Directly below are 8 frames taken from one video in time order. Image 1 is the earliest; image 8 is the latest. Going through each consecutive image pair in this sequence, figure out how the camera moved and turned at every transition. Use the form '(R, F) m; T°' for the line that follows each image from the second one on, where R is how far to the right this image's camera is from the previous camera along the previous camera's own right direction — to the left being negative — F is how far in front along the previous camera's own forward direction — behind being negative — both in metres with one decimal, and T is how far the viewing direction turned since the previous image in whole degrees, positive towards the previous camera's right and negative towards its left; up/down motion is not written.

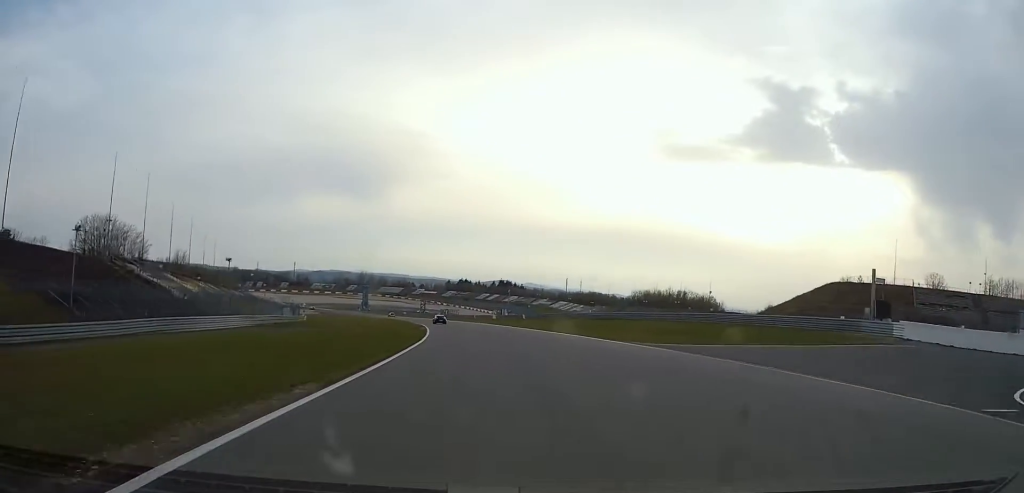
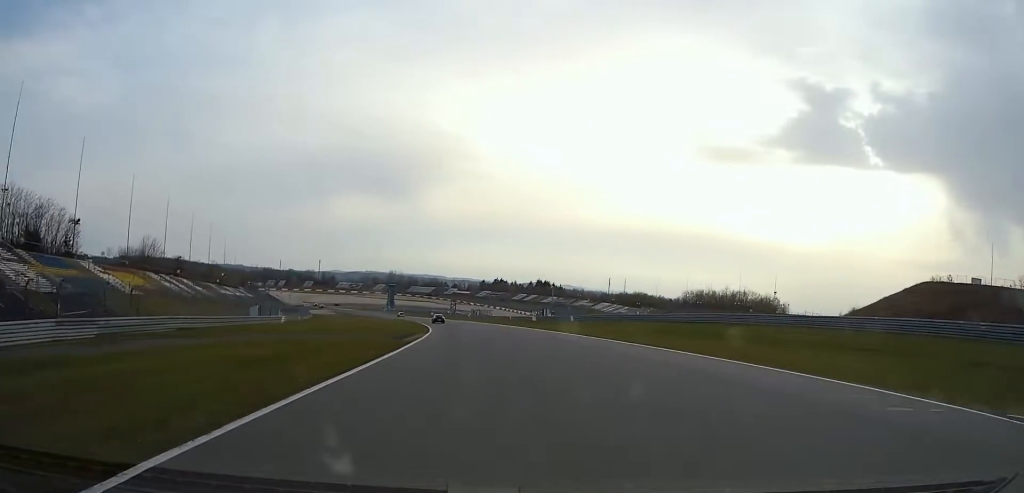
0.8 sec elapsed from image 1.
(-0.7, +30.6) m; -3°
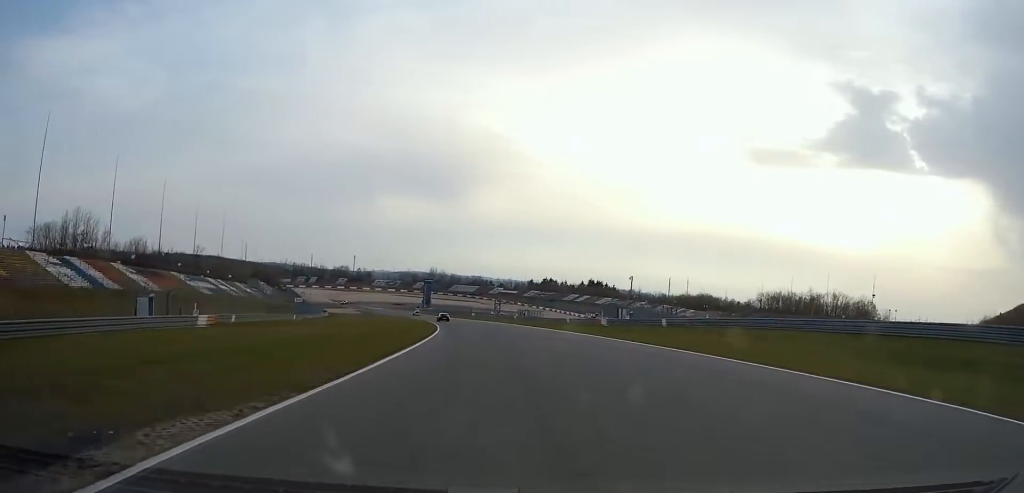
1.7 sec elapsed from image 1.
(-1.3, +37.2) m; -4°
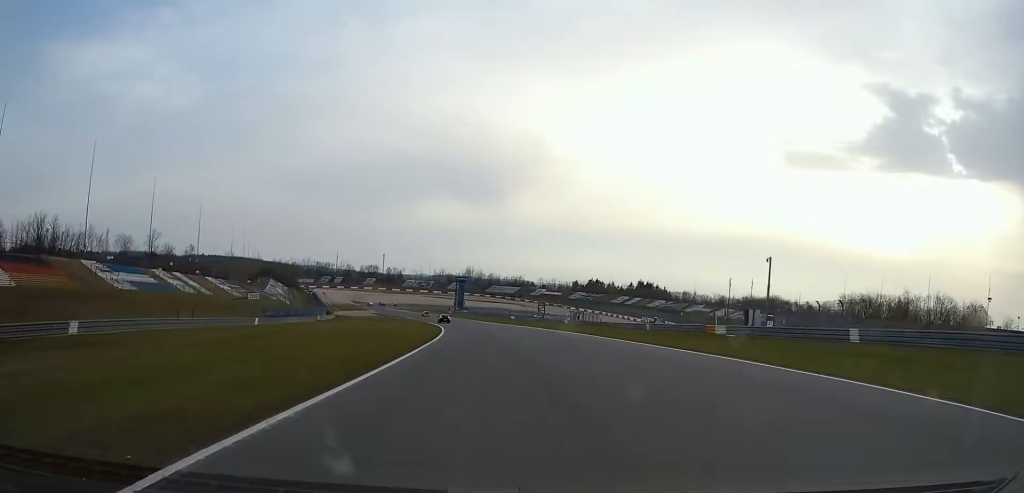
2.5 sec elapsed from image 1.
(-1.6, +38.2) m; -4°
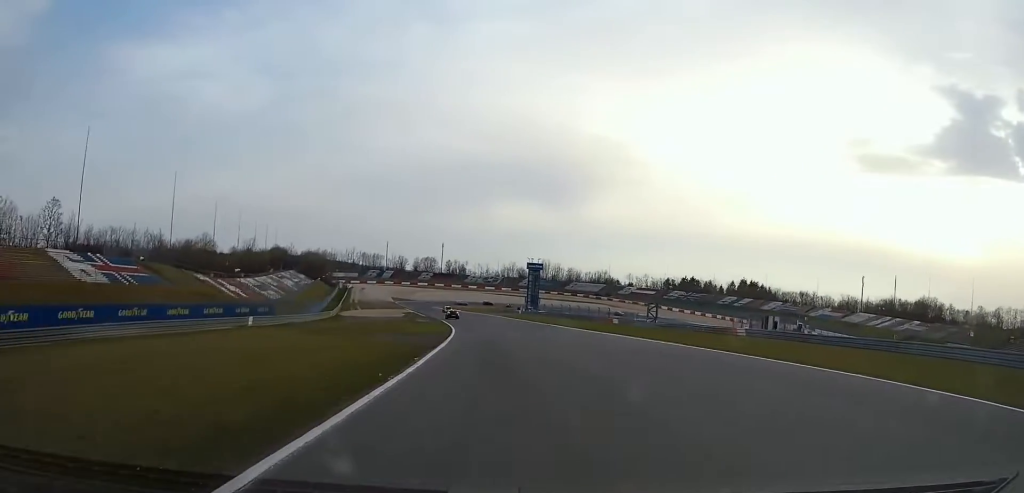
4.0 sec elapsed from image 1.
(-3.4, +68.9) m; -6°
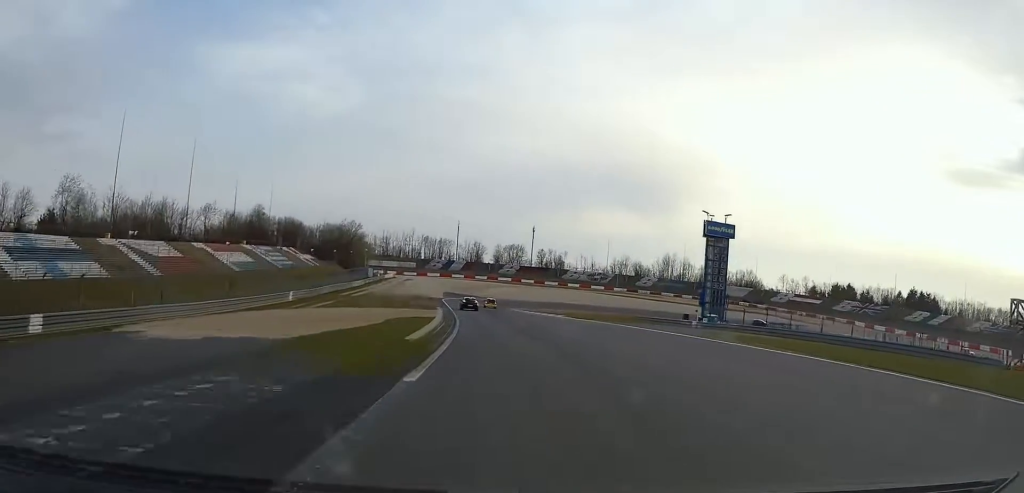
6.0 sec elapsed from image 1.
(-7.6, +95.7) m; -8°
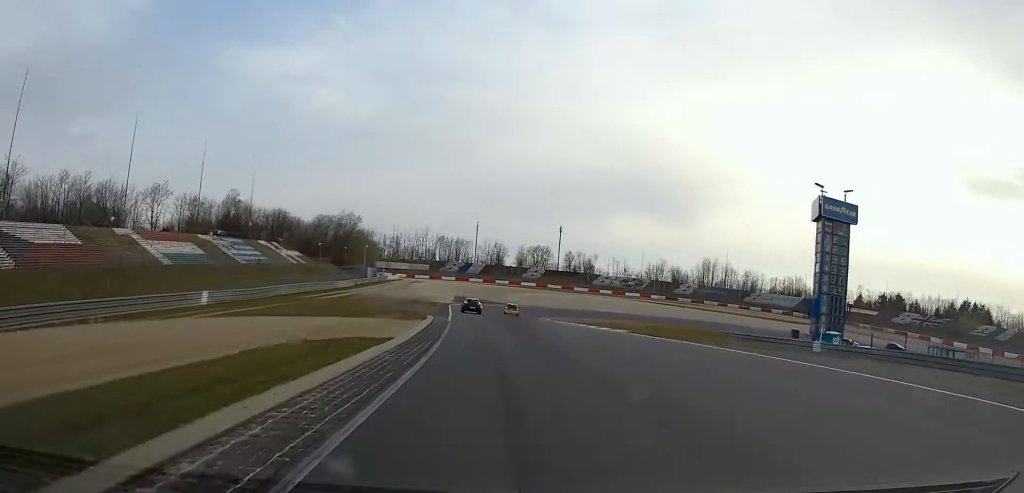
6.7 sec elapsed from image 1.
(-0.7, +27.0) m; -2°
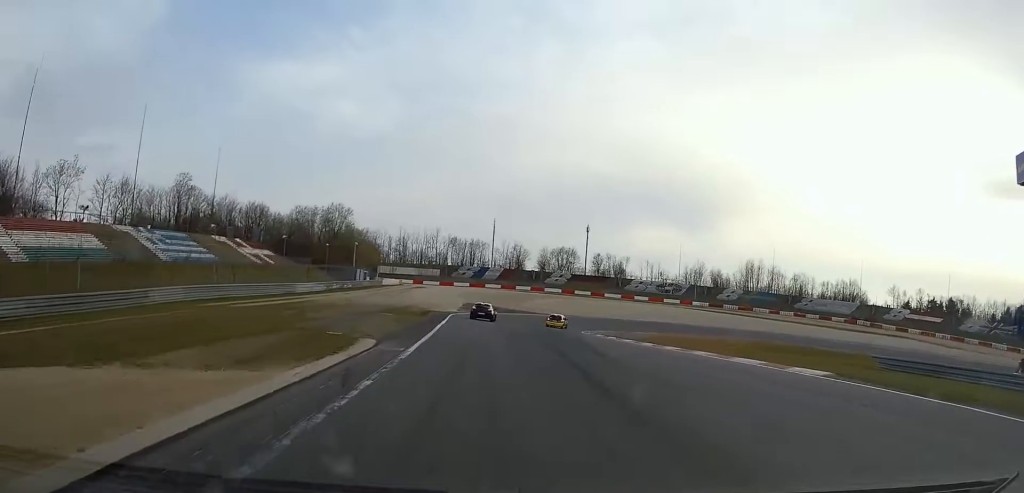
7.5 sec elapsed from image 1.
(-0.7, +27.4) m; -2°
